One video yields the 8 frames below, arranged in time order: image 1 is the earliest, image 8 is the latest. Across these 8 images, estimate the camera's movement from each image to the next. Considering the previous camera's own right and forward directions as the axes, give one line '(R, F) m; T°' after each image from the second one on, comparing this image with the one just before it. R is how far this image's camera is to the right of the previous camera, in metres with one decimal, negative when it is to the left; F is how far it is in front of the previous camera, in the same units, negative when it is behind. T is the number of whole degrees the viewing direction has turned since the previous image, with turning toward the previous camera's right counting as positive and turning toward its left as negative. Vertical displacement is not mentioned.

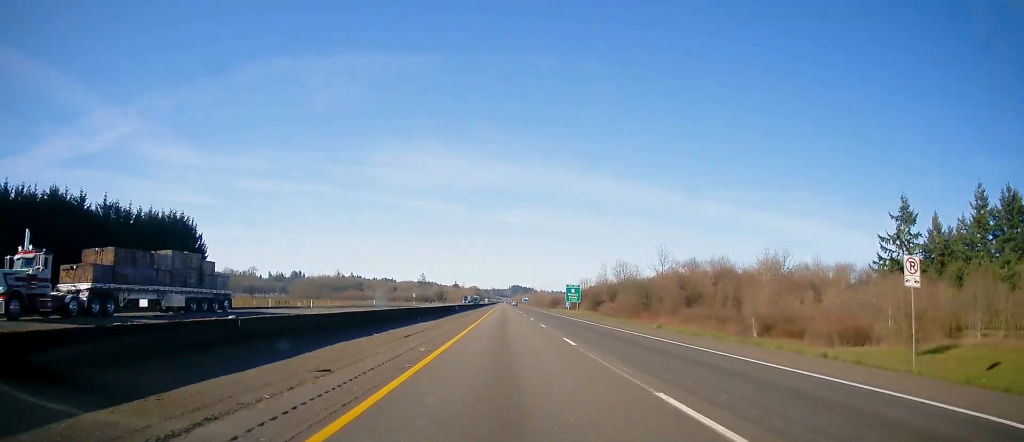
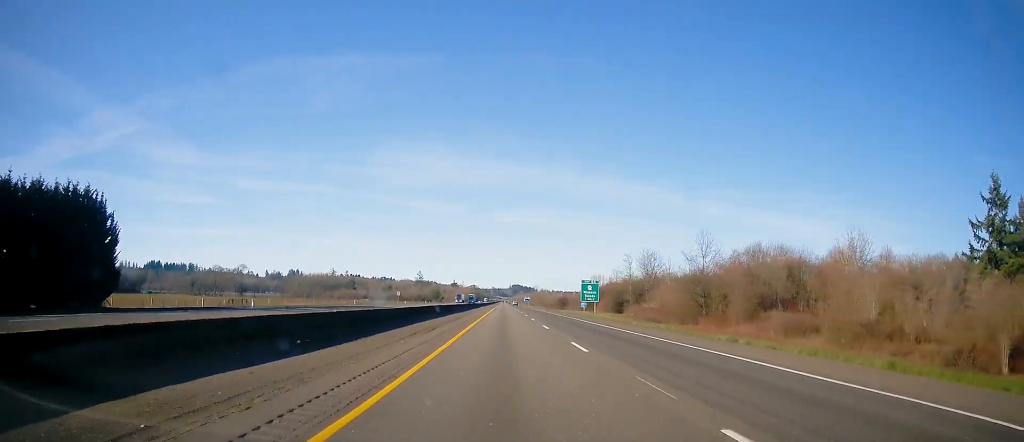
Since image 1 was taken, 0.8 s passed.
(+0.2, +26.8) m; 0°
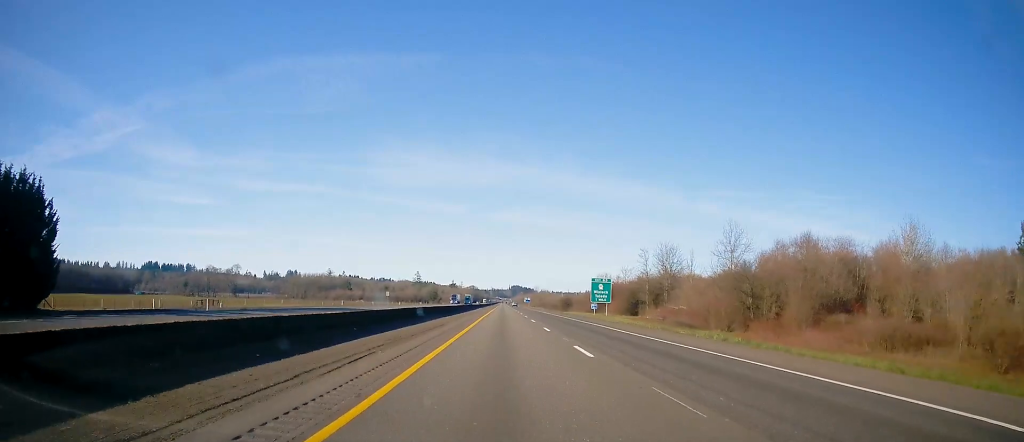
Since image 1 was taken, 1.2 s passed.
(+0.1, +13.4) m; -1°
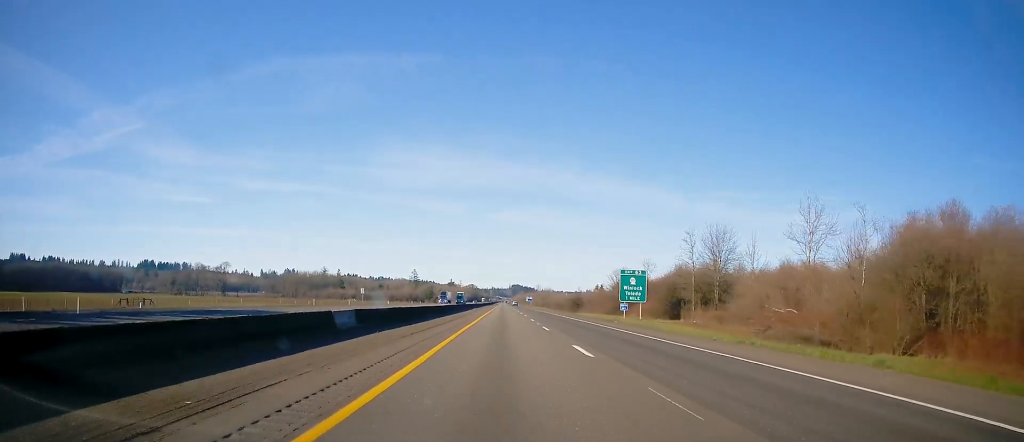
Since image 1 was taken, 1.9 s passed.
(-0.5, +24.6) m; 0°
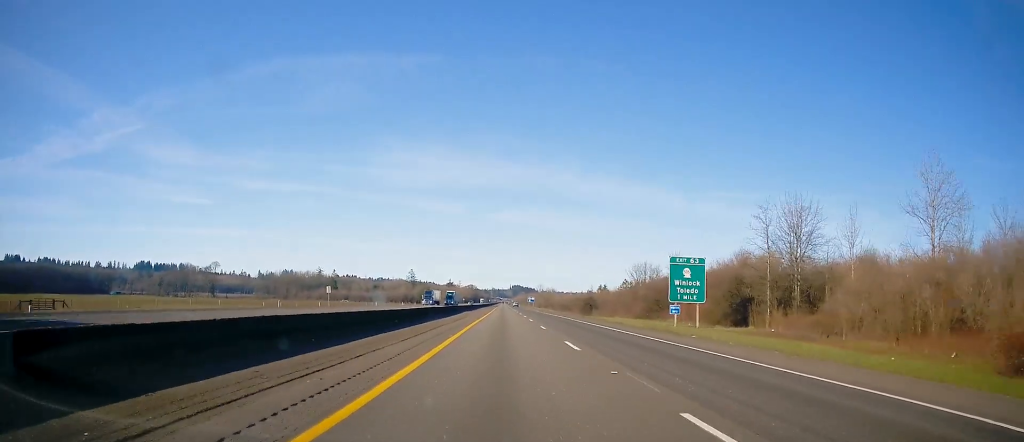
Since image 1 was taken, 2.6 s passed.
(-0.1, +22.4) m; 0°
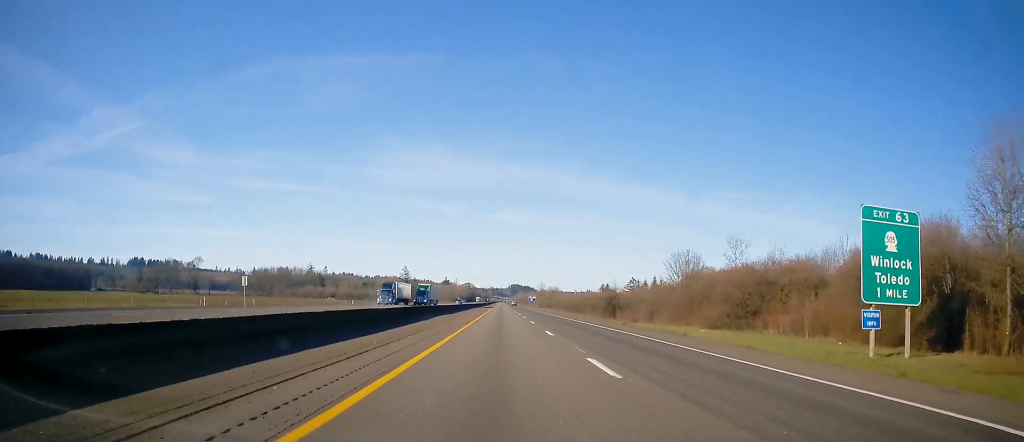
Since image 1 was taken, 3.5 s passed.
(+0.5, +30.2) m; +1°
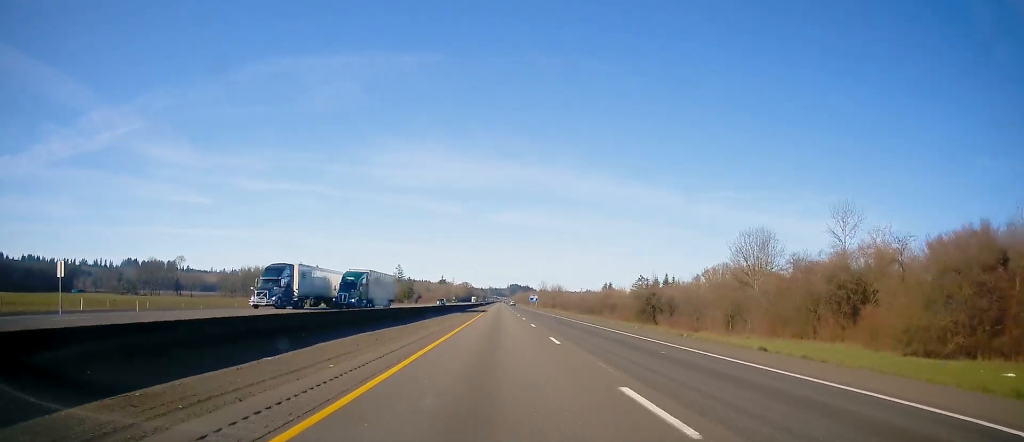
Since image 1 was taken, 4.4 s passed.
(0.0, +29.1) m; -1°
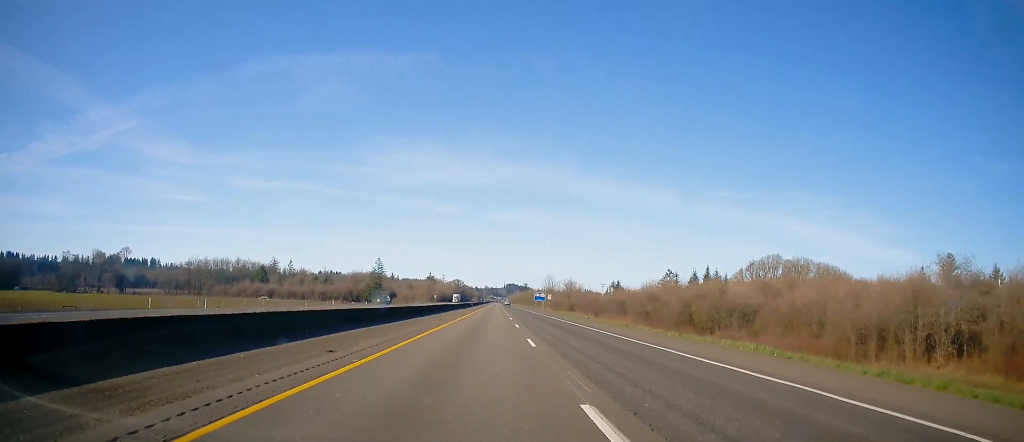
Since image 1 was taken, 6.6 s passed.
(-0.1, +74.8) m; 0°
